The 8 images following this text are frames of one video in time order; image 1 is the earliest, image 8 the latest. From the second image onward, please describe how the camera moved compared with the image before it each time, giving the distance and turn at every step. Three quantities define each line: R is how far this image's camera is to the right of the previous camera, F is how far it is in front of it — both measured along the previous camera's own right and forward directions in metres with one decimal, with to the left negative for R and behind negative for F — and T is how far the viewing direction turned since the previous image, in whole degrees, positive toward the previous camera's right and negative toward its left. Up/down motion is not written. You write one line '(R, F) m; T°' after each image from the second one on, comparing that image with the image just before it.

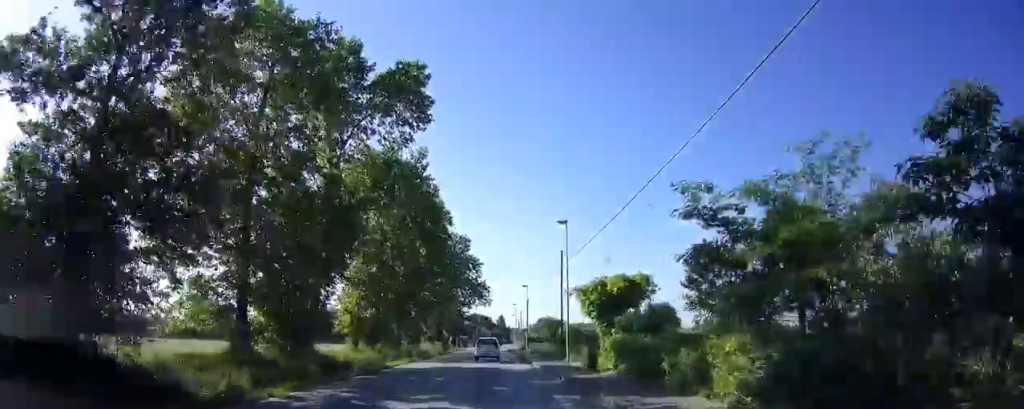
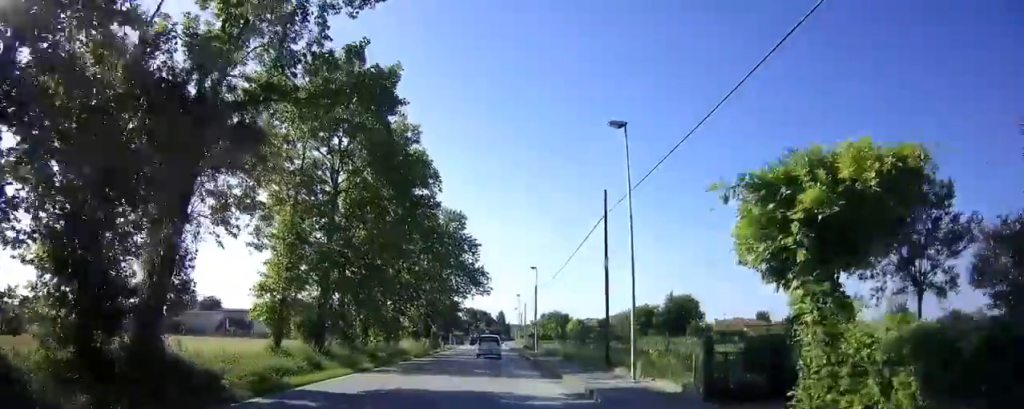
(0.0, +12.6) m; 0°
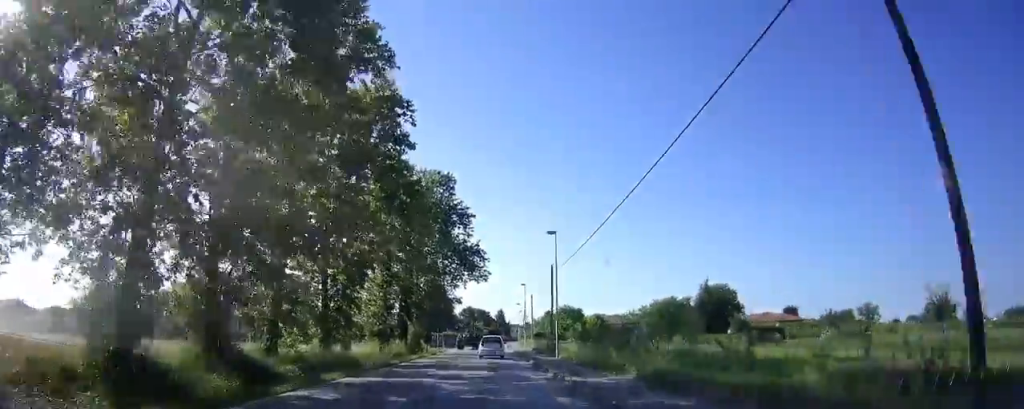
(+0.1, +15.9) m; 0°
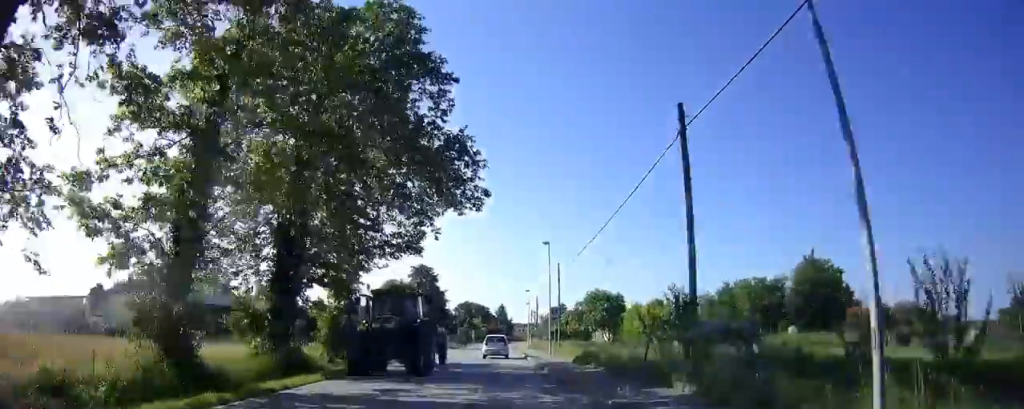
(+0.1, +25.5) m; 0°
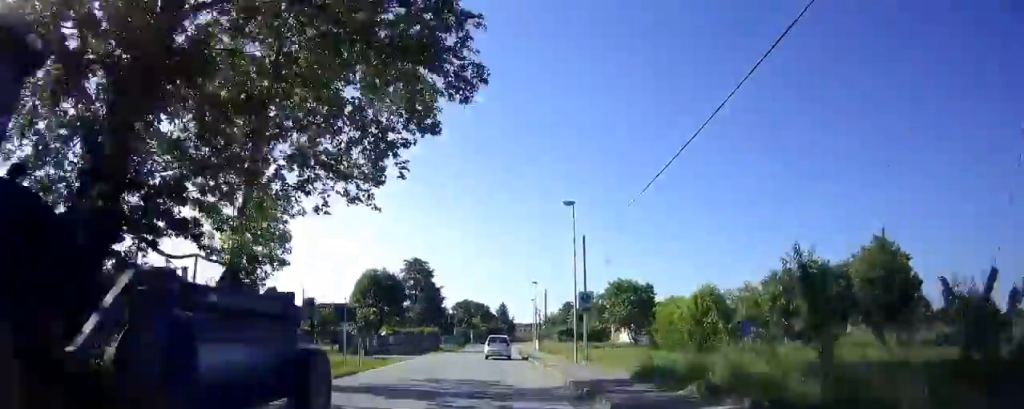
(-0.1, +10.1) m; 0°
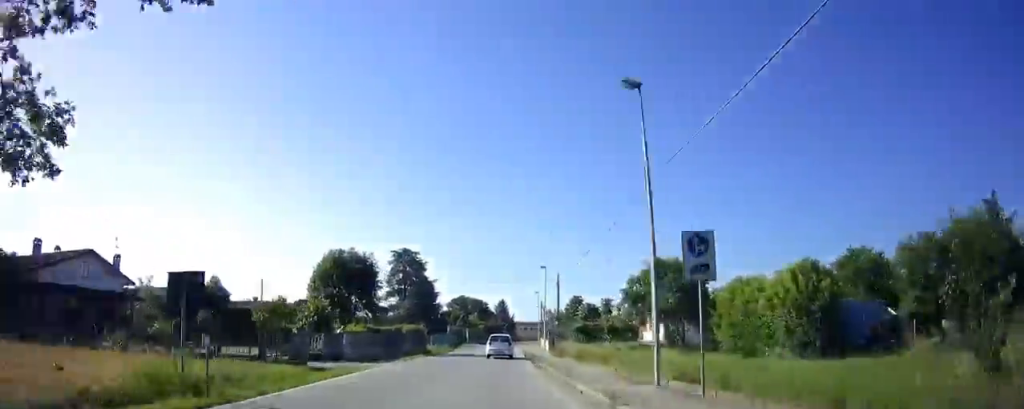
(+0.1, +11.5) m; +1°
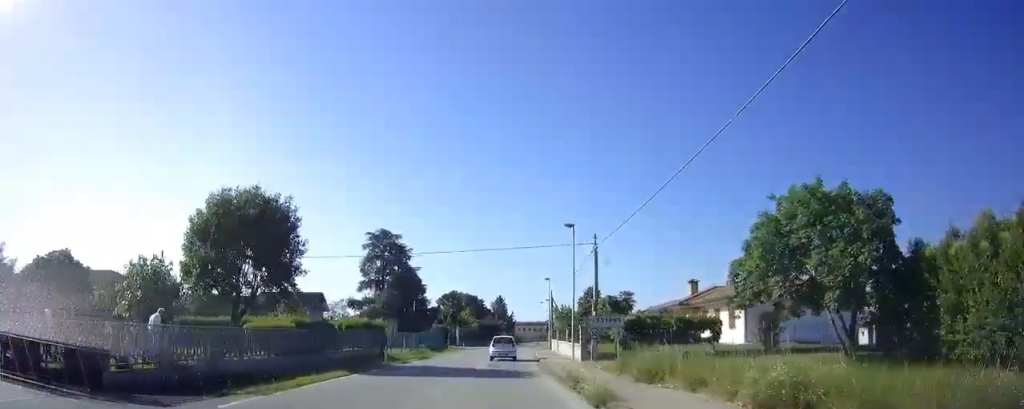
(+0.2, +18.1) m; +1°
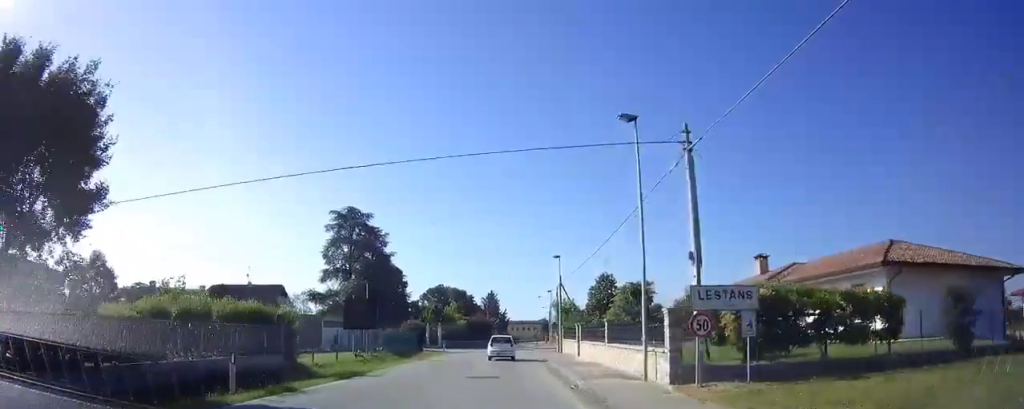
(+0.1, +13.7) m; +1°
